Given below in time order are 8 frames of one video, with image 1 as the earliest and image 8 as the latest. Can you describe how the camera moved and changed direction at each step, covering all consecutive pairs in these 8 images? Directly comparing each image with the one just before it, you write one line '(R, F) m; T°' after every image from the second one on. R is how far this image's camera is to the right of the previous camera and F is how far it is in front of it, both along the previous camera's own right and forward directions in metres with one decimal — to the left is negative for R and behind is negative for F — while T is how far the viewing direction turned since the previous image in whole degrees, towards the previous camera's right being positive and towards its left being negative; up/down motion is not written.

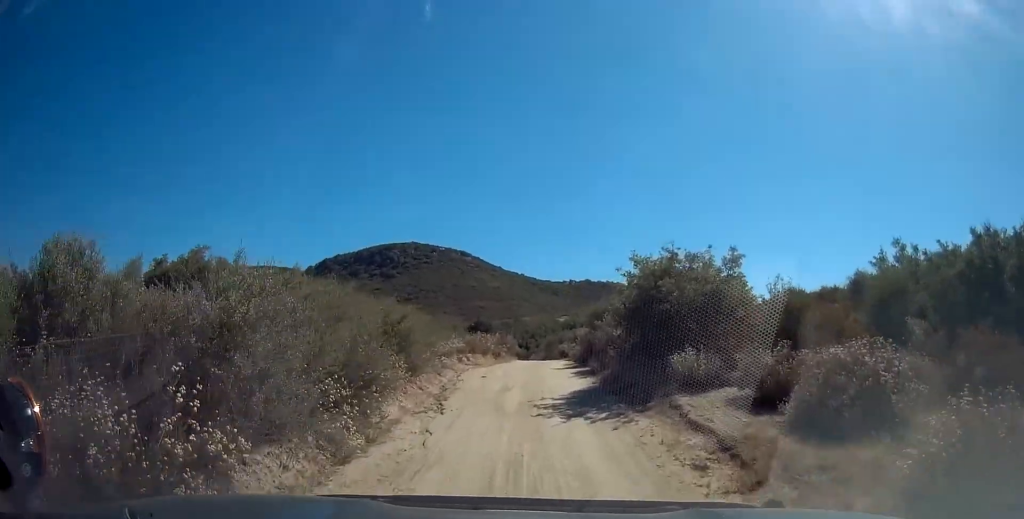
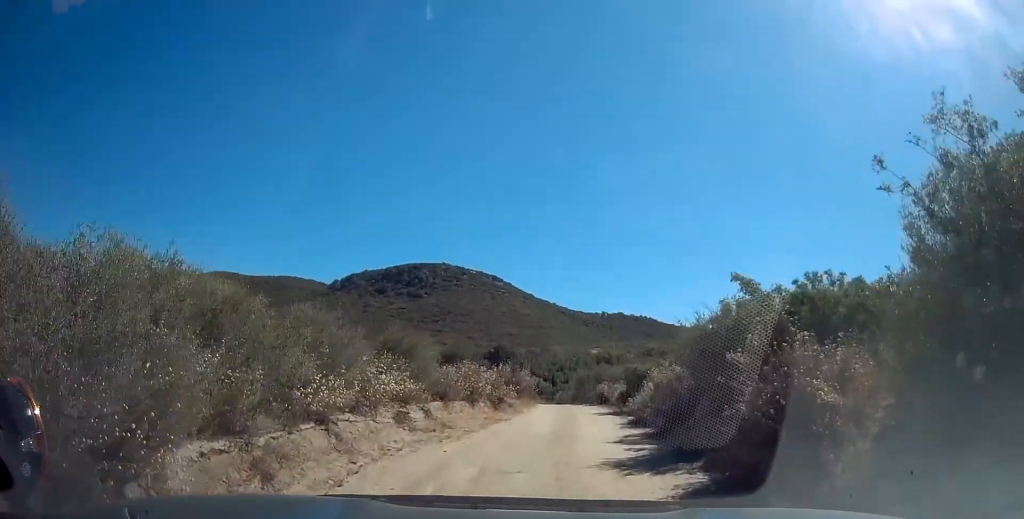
(+0.4, +12.0) m; +4°
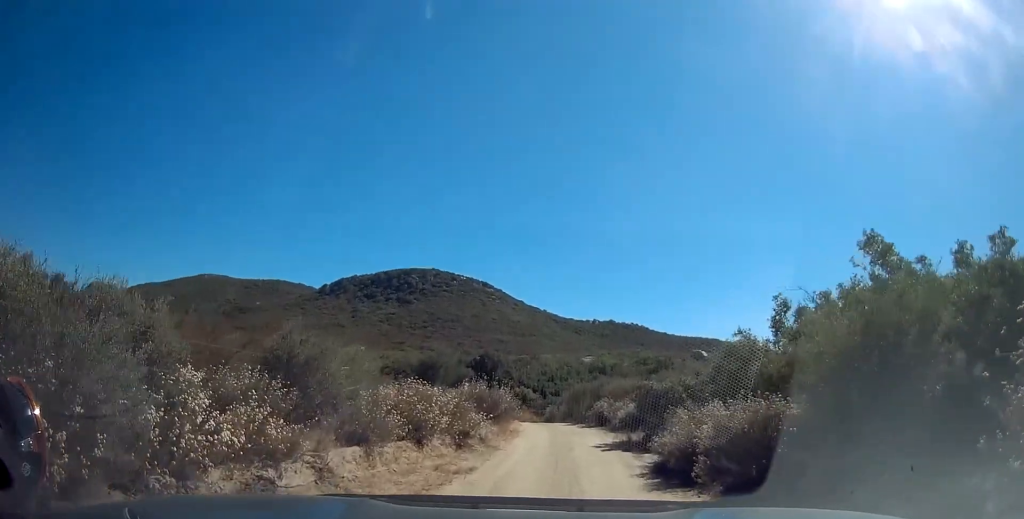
(-0.3, +5.5) m; -2°
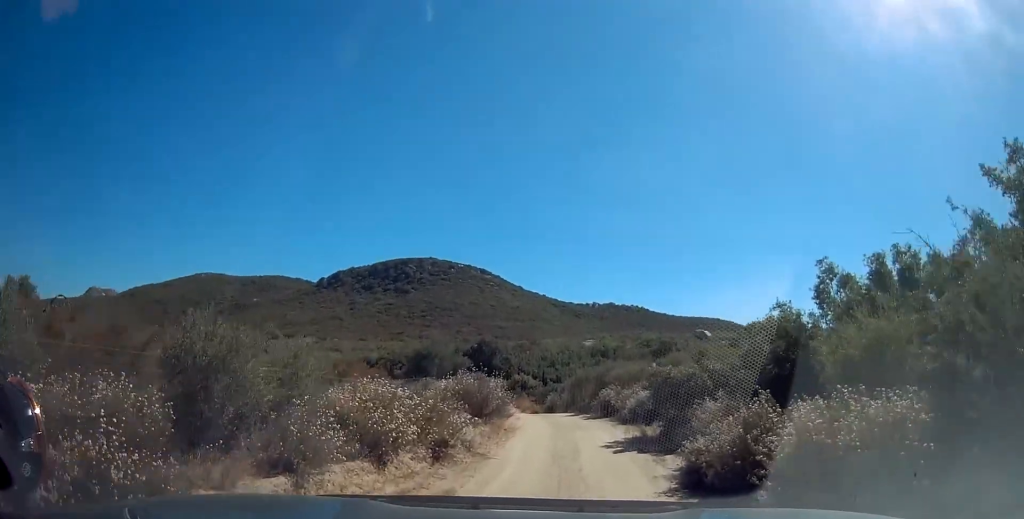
(-0.2, +2.6) m; 0°
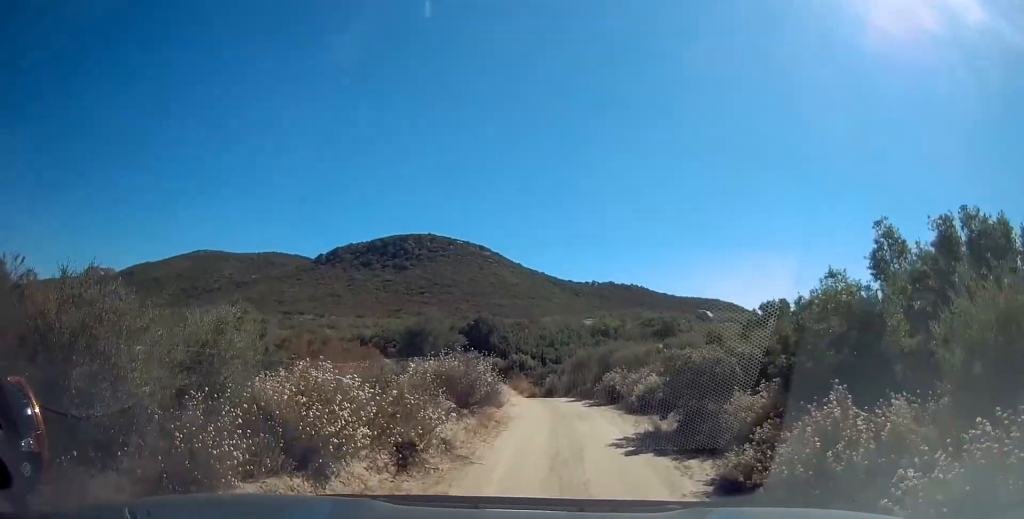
(+0.3, +2.3) m; 0°
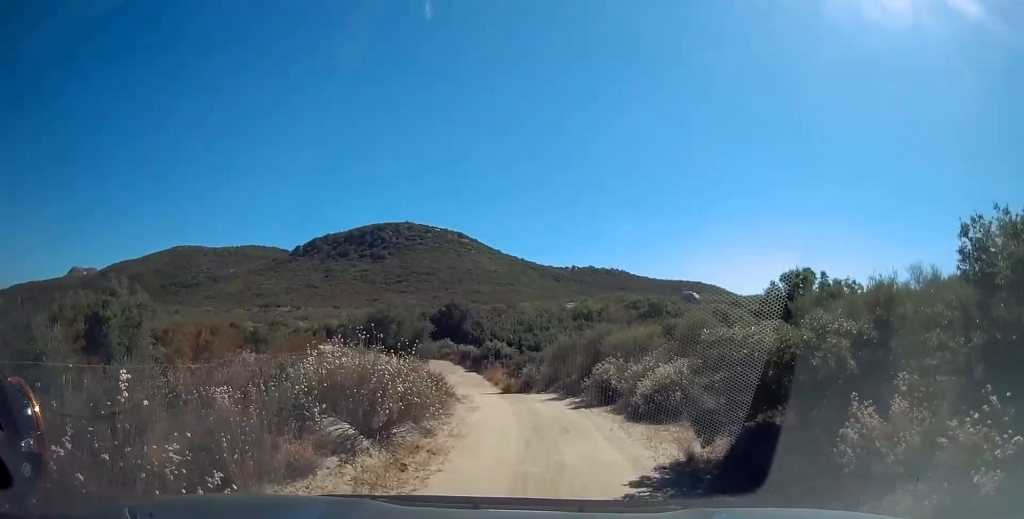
(-0.1, +5.4) m; -5°
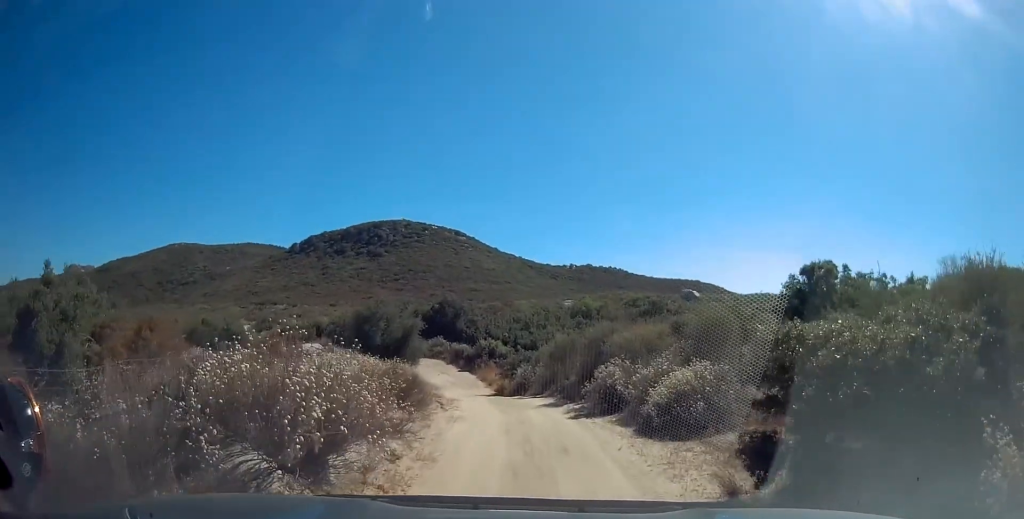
(-0.1, +2.3) m; 0°
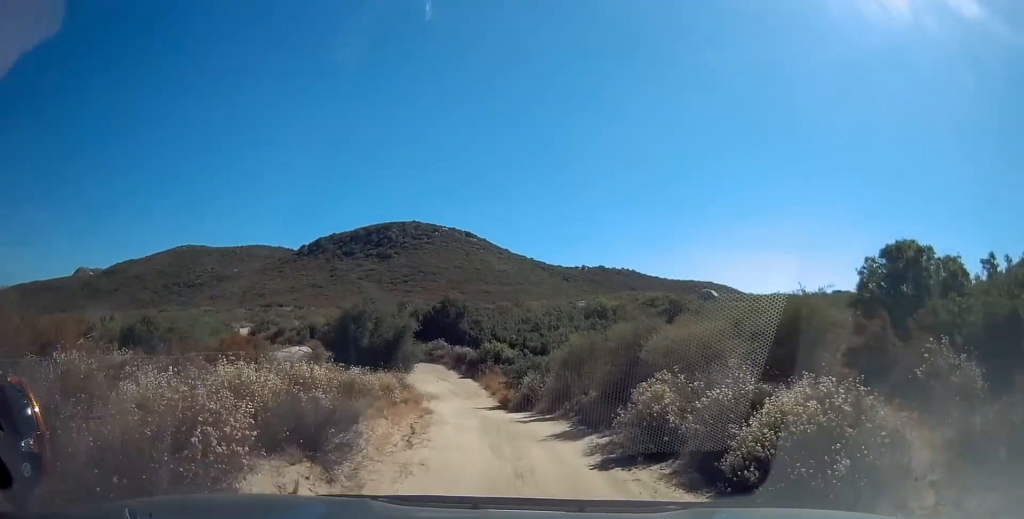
(+0.2, +5.0) m; +6°
